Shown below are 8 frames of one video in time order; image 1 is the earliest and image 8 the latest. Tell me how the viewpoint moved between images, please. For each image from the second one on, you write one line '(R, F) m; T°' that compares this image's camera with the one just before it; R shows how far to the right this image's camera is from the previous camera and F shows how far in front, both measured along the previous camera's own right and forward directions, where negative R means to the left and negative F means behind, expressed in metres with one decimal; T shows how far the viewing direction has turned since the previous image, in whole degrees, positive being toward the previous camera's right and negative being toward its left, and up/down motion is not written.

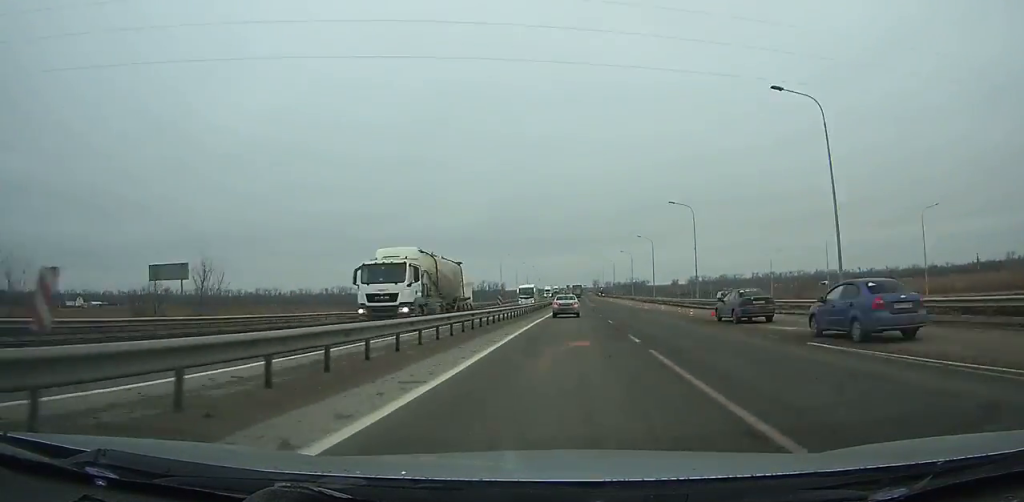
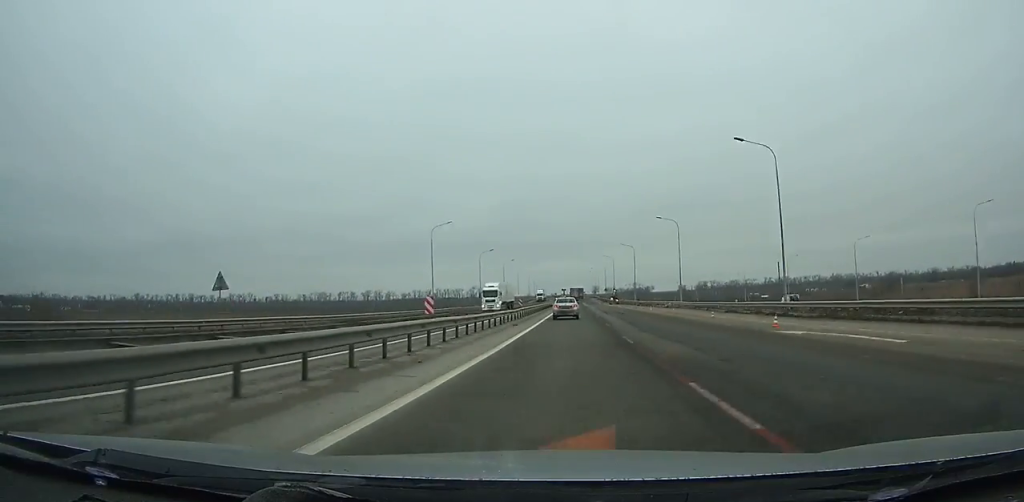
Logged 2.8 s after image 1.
(0.0, +70.4) m; 0°
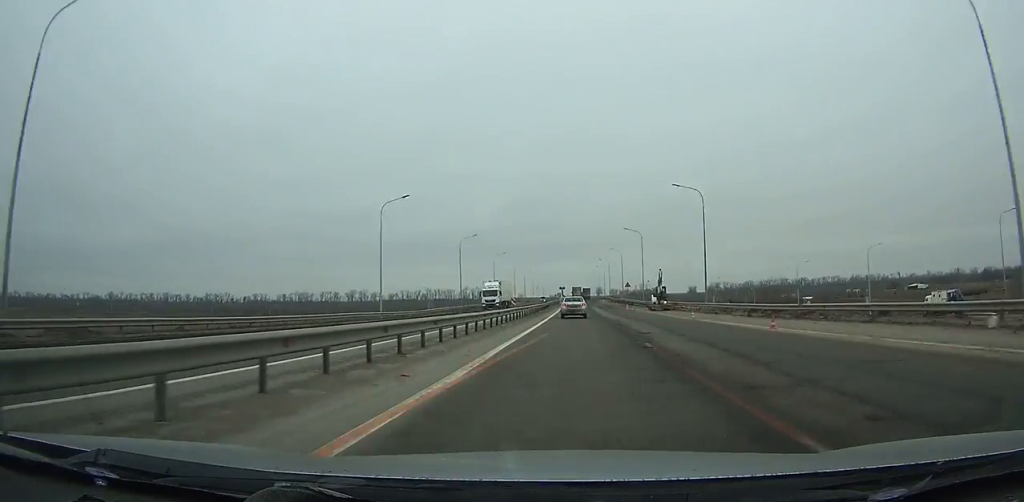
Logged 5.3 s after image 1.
(-0.1, +63.1) m; 0°
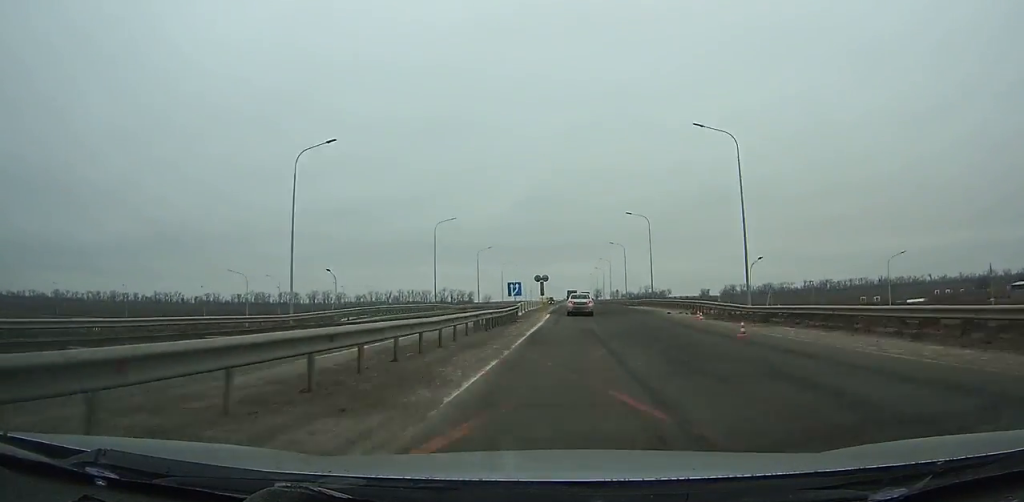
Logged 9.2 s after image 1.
(+0.2, +99.2) m; 0°
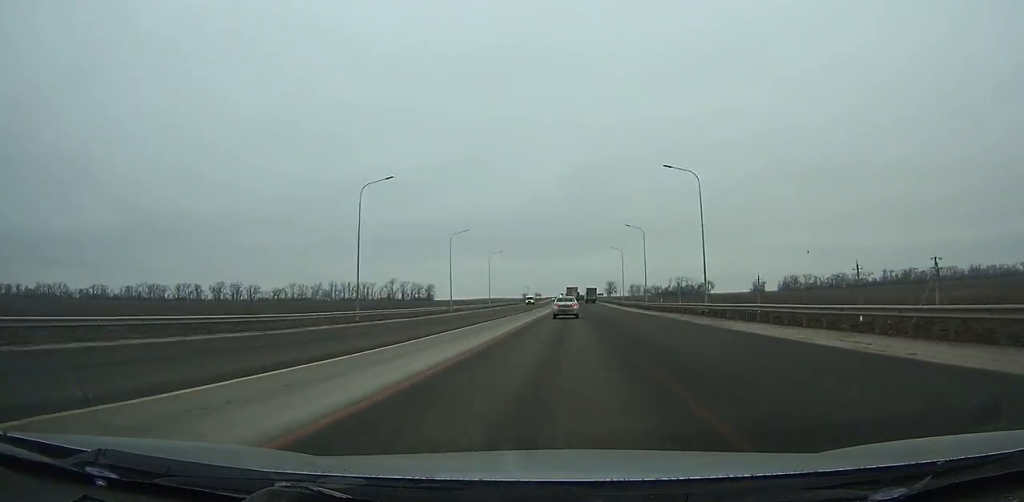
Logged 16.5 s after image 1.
(-0.1, +189.3) m; 0°
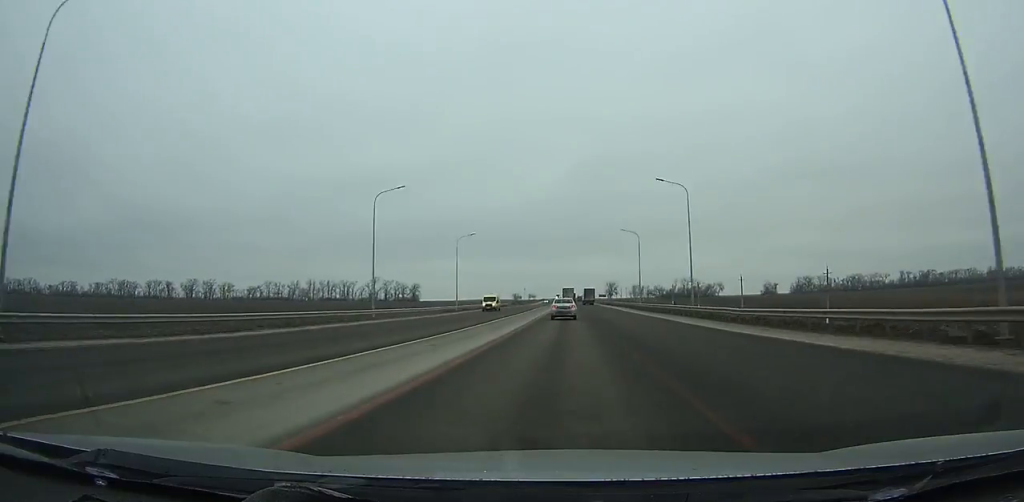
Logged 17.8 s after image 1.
(+0.1, +34.4) m; 0°
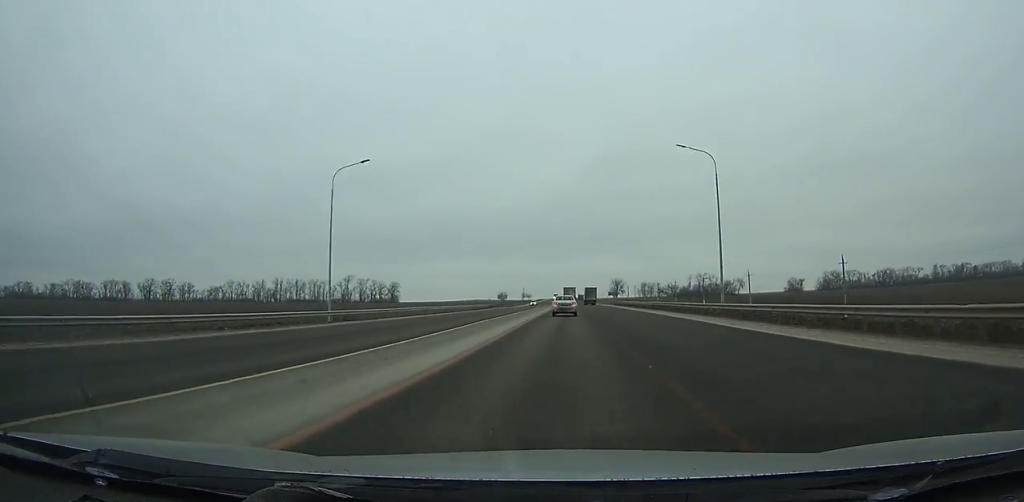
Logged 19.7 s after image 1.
(0.0, +50.4) m; 0°
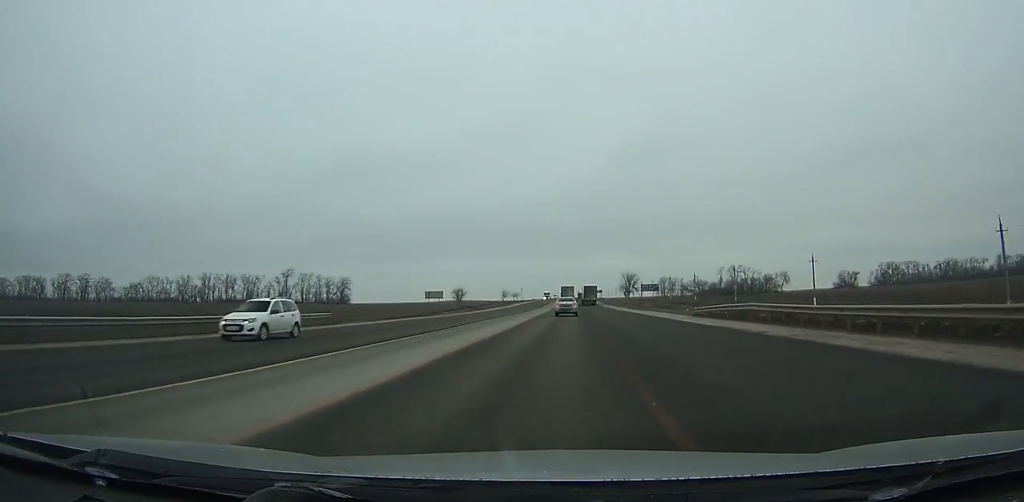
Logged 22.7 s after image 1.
(+0.3, +79.9) m; 0°
